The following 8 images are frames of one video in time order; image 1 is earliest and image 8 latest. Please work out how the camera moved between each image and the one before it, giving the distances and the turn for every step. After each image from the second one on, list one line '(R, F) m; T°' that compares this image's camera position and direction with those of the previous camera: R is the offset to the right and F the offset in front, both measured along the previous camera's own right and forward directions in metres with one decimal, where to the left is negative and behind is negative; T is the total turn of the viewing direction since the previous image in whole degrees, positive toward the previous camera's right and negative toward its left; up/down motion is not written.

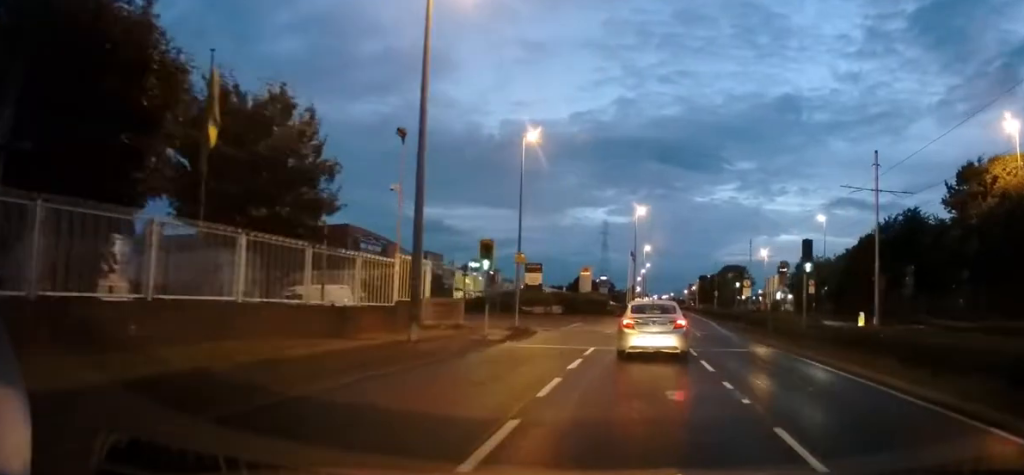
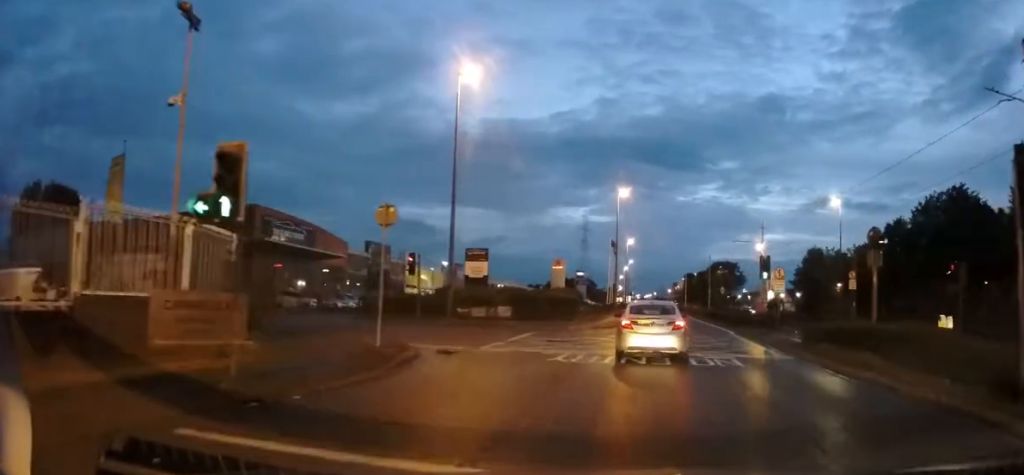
(+0.4, +14.0) m; +2°
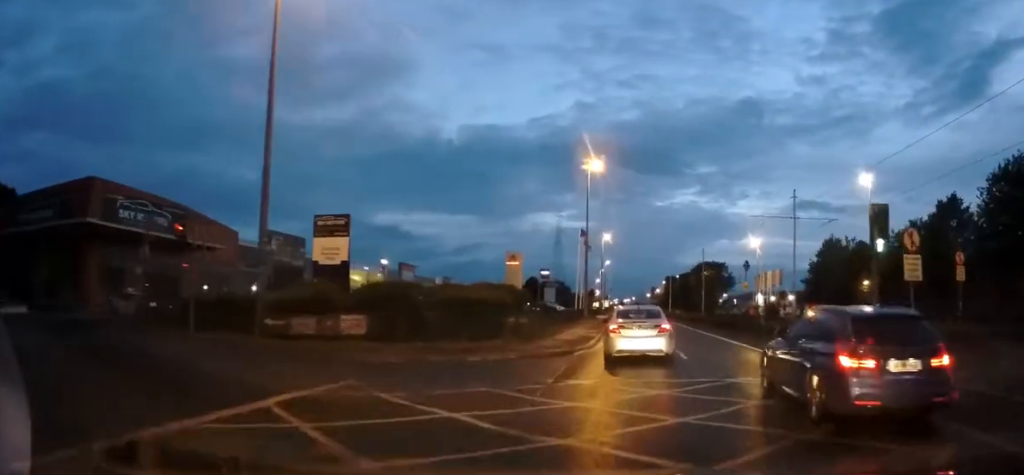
(0.0, +16.8) m; 0°
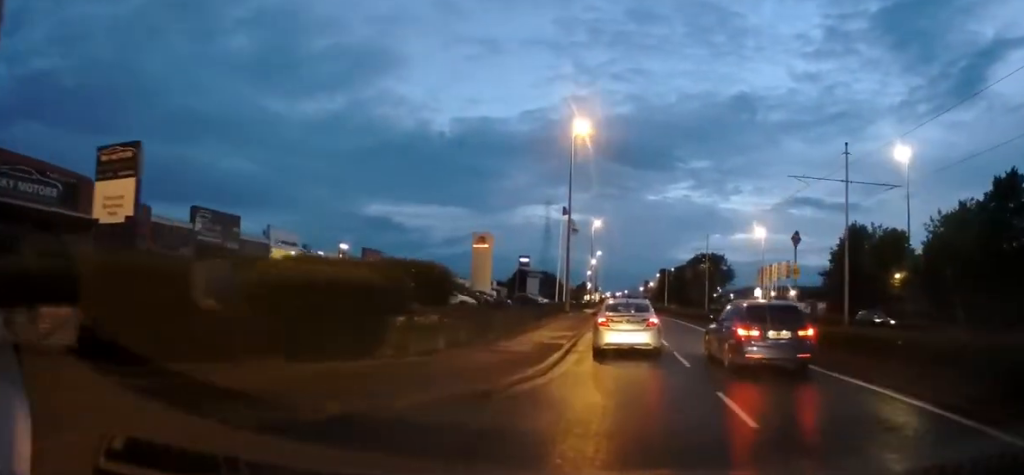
(0.0, +10.2) m; 0°
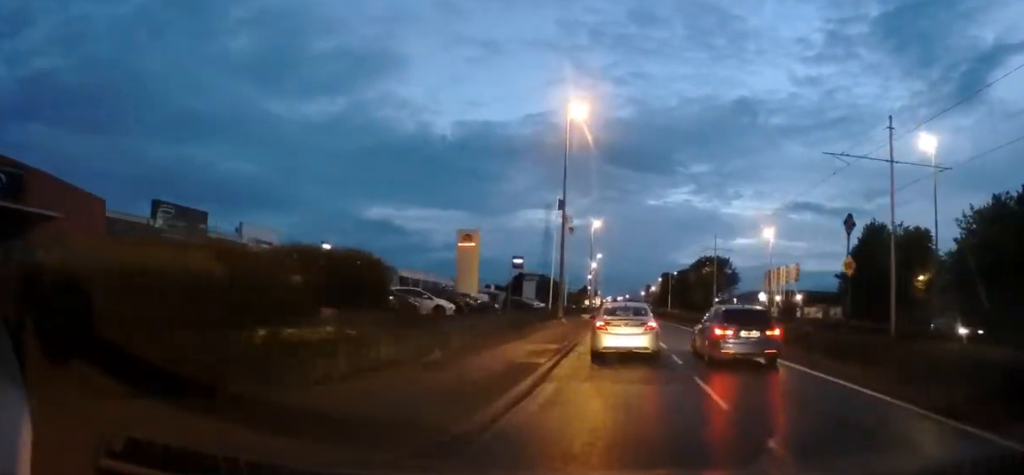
(0.0, +4.9) m; 0°
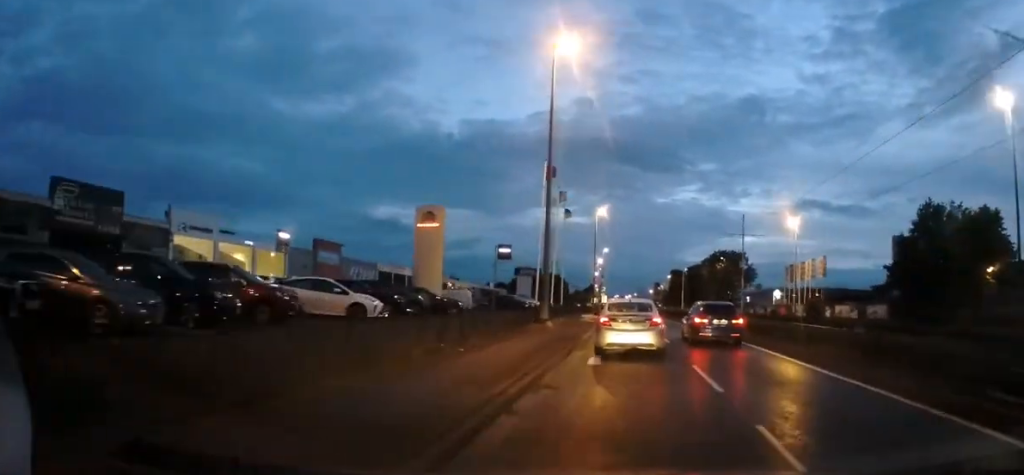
(0.0, +10.7) m; 0°
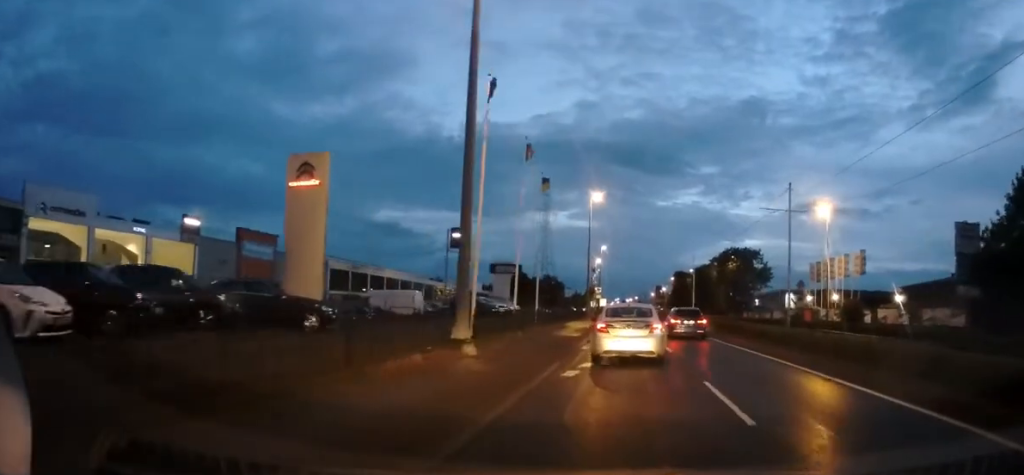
(0.0, +14.3) m; +1°
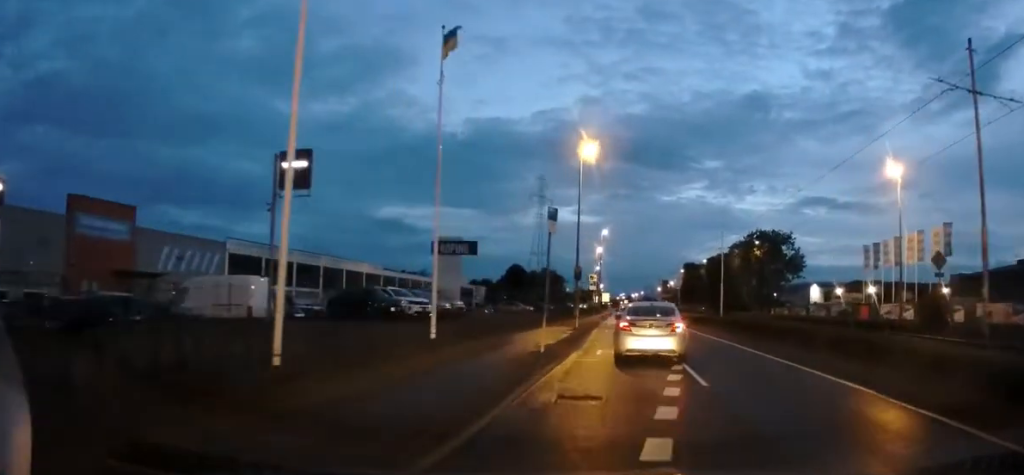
(+0.4, +20.5) m; 0°
